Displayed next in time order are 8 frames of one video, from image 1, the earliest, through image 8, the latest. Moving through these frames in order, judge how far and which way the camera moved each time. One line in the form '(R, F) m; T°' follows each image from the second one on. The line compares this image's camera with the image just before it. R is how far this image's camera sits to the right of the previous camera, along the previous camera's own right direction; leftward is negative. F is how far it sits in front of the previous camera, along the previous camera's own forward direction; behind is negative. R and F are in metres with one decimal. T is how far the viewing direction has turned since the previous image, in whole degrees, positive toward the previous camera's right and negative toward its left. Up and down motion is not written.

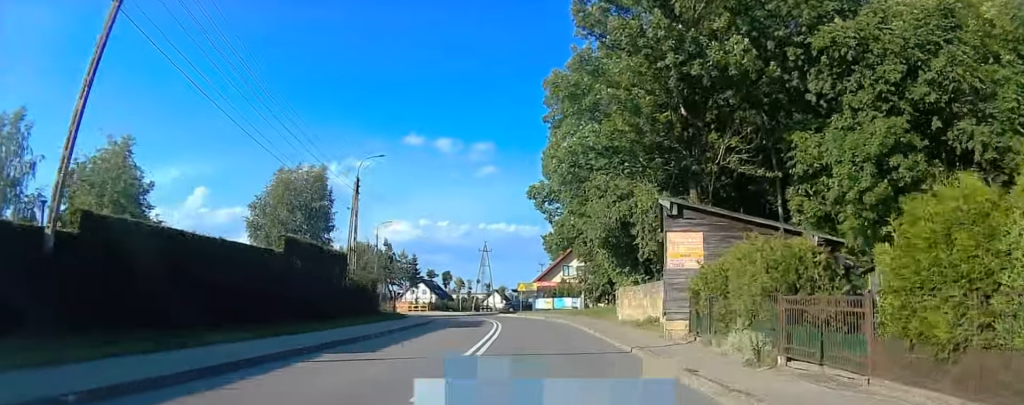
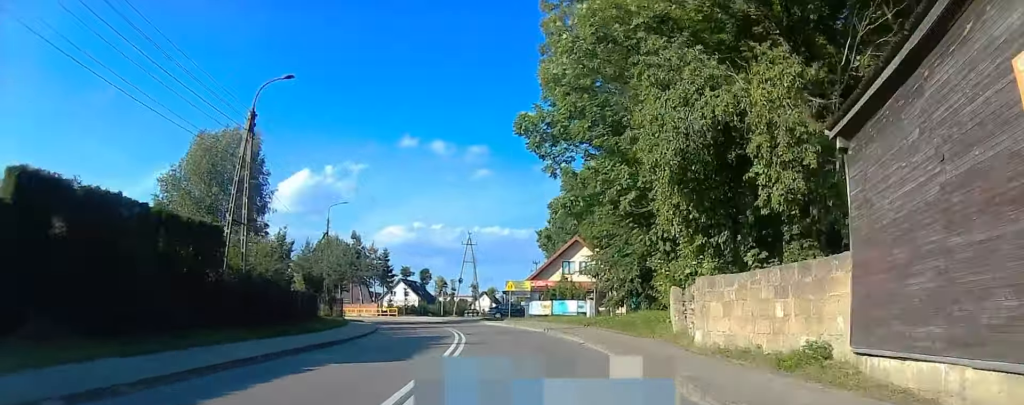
(0.0, +15.1) m; 0°
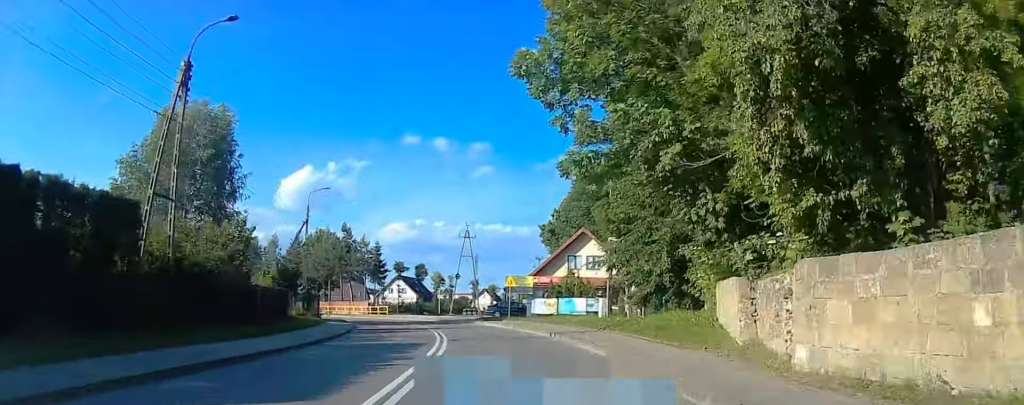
(+0.1, +5.8) m; 0°
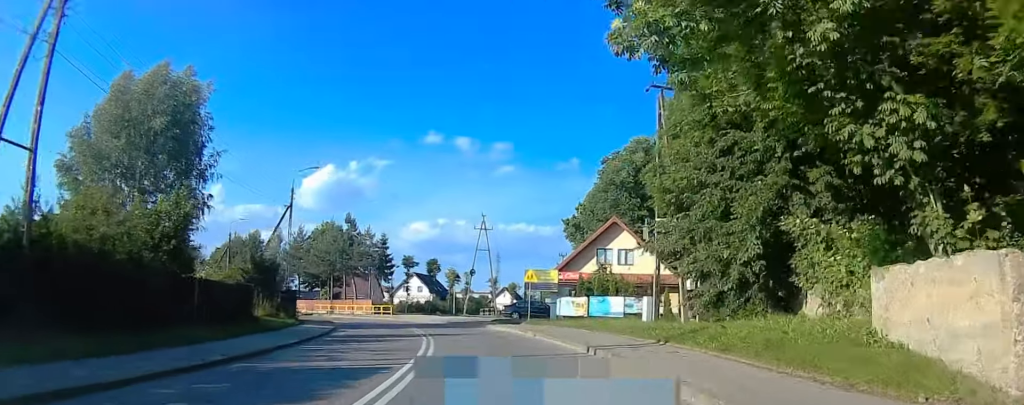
(0.0, +7.8) m; 0°
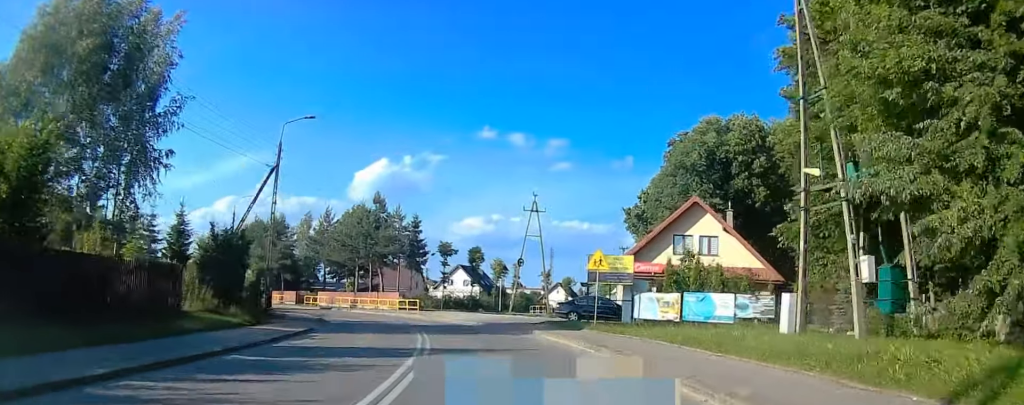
(0.0, +10.8) m; 0°
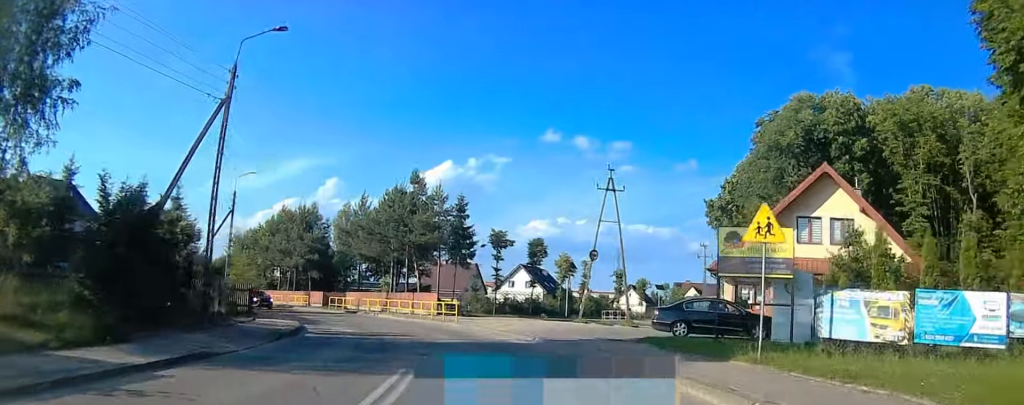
(0.0, +11.8) m; -4°
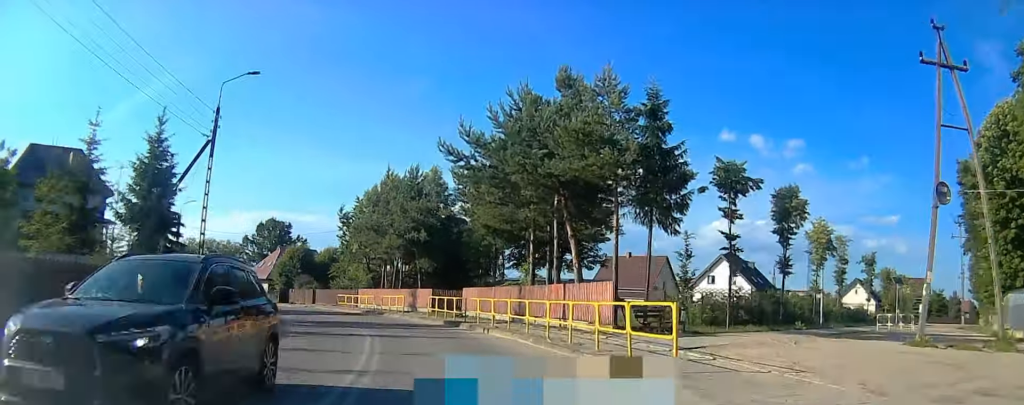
(-4.7, +23.3) m; -22°
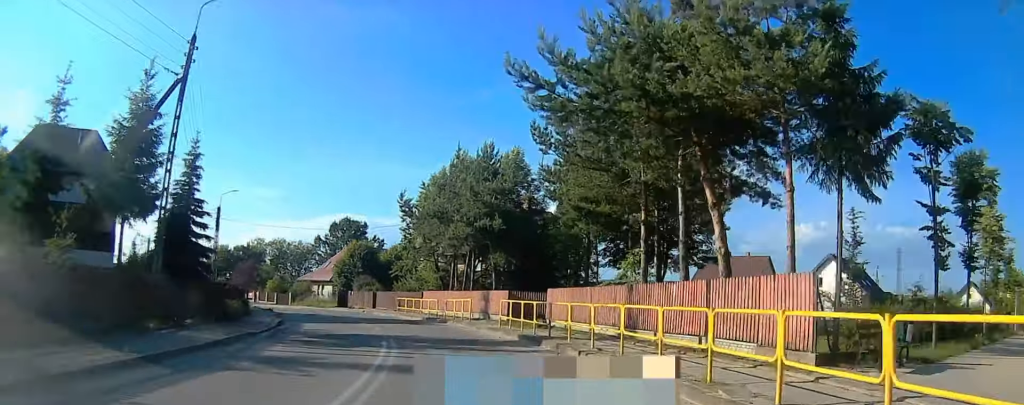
(-0.5, +8.6) m; -6°
